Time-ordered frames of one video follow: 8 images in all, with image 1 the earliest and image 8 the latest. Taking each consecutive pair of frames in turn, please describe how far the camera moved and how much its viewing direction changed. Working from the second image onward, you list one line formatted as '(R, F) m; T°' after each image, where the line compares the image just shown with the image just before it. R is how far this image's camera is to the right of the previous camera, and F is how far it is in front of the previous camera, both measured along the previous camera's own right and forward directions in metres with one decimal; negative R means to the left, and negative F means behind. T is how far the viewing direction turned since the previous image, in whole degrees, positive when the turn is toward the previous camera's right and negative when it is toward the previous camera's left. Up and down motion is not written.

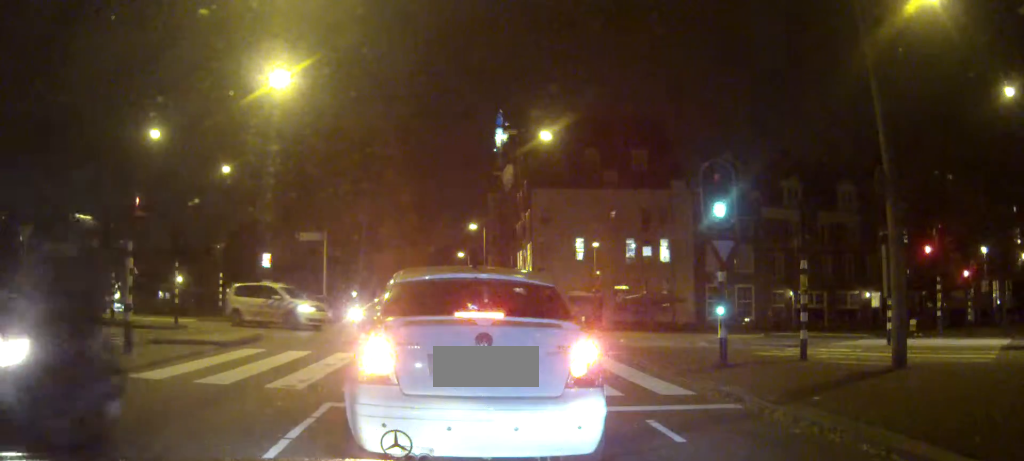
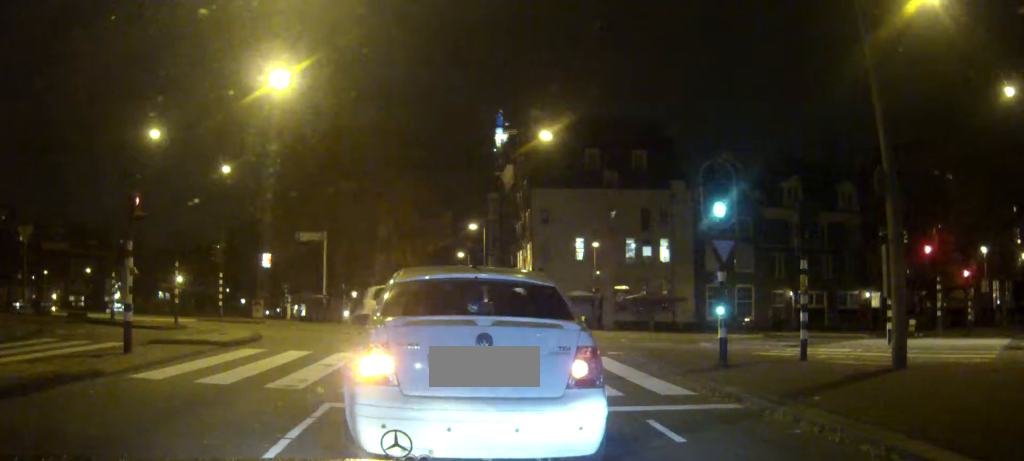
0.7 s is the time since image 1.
(0.0, 0.0) m; 0°
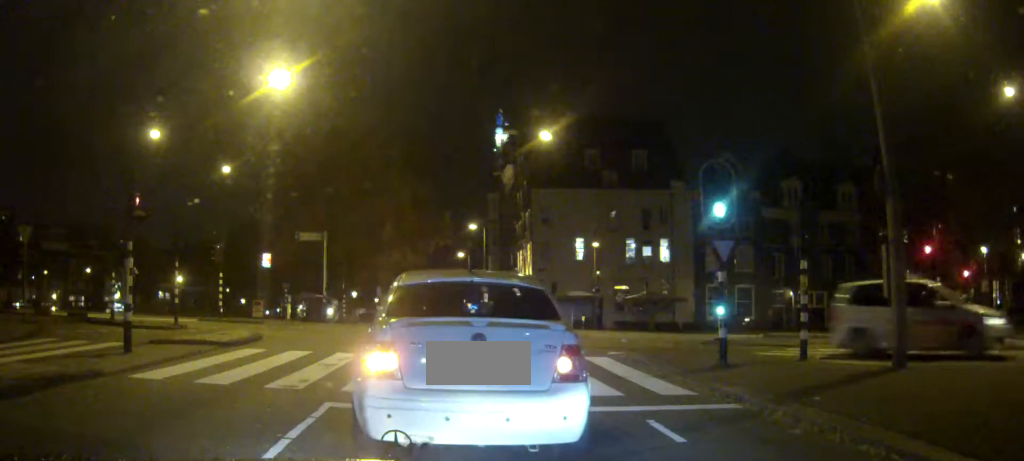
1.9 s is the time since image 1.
(0.0, 0.0) m; 0°
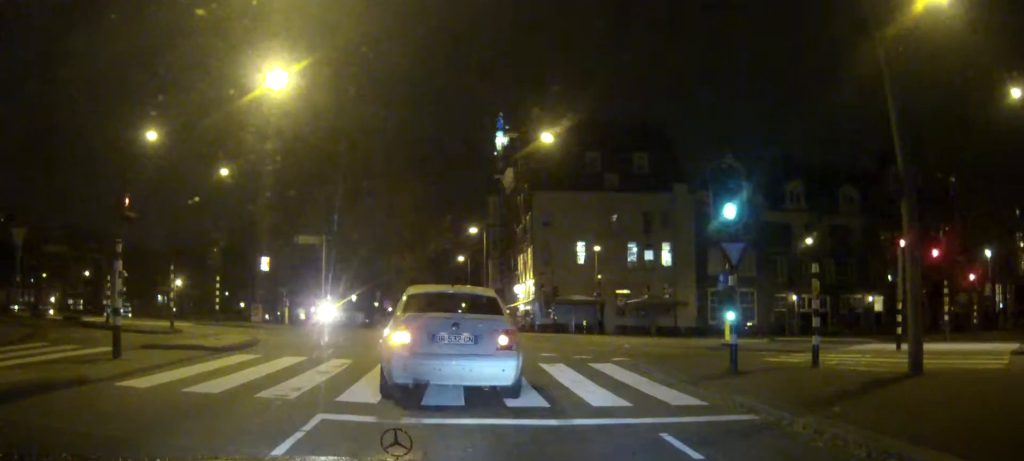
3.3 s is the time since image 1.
(0.0, +0.2) m; 0°
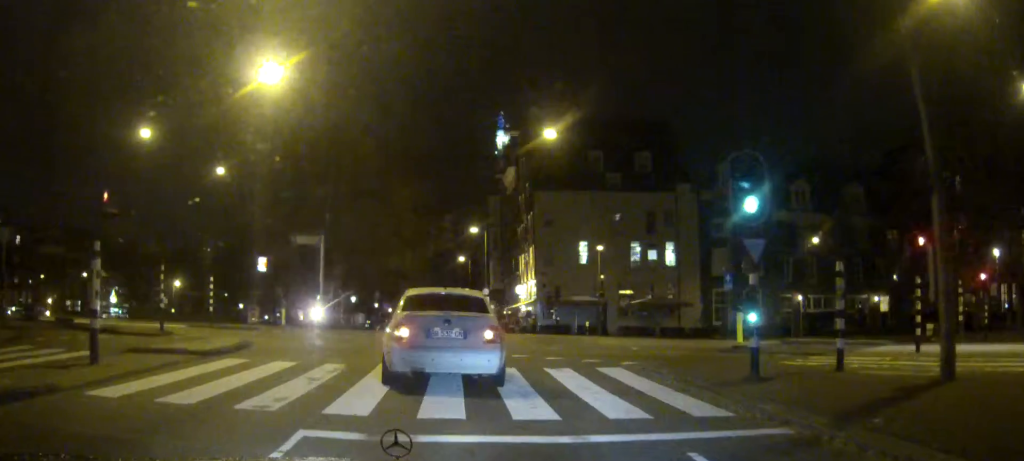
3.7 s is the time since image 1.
(0.0, +0.2) m; 0°
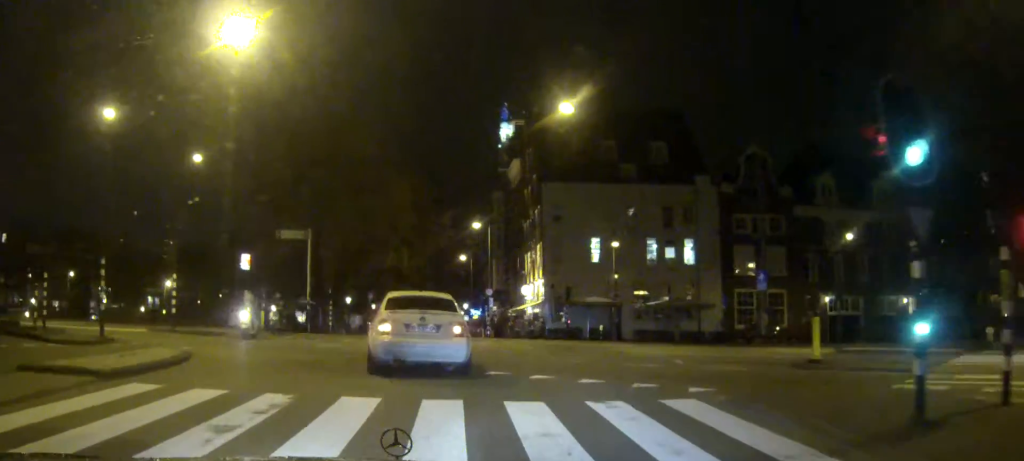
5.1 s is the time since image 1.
(-0.3, +4.3) m; -5°
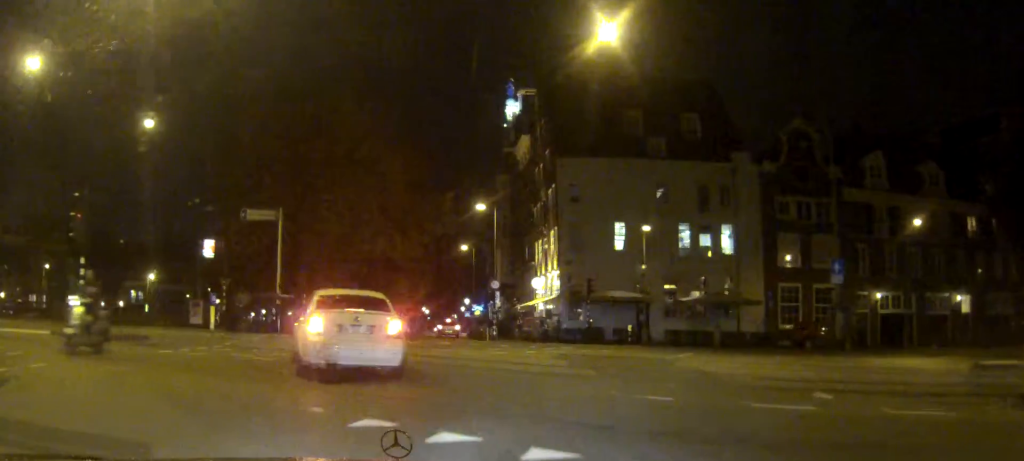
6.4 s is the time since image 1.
(-0.2, +7.4) m; -2°
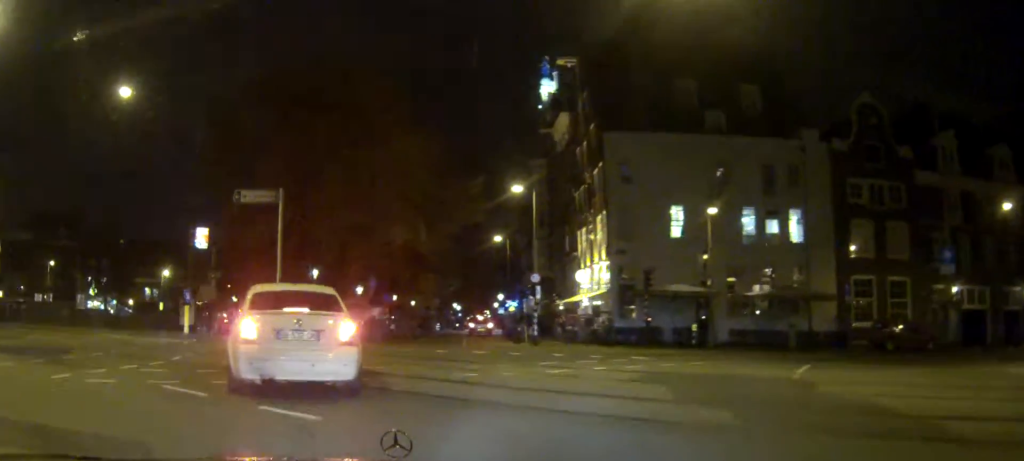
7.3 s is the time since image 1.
(0.0, +5.7) m; 0°
